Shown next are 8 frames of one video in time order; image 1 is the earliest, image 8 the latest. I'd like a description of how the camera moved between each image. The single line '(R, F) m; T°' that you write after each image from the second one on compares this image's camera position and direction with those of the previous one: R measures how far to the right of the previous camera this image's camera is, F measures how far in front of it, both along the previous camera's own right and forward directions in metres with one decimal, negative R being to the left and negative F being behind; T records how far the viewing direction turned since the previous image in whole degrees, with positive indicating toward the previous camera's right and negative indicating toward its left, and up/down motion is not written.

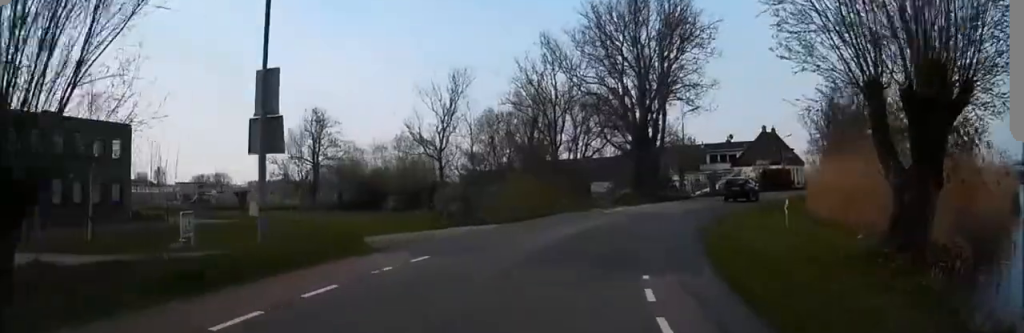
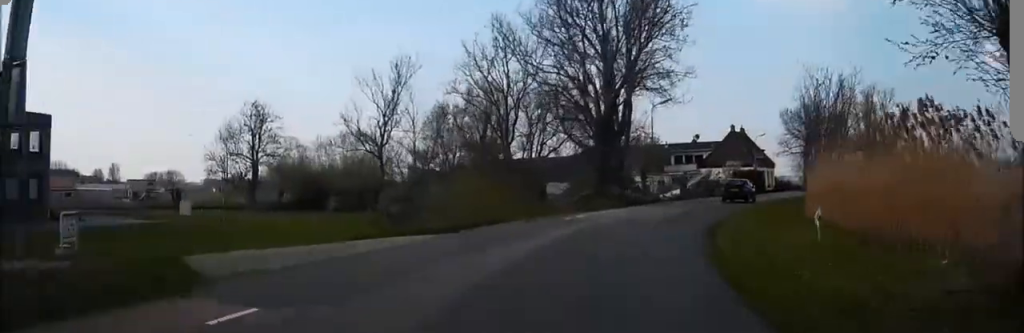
(0.0, +2.6) m; 0°
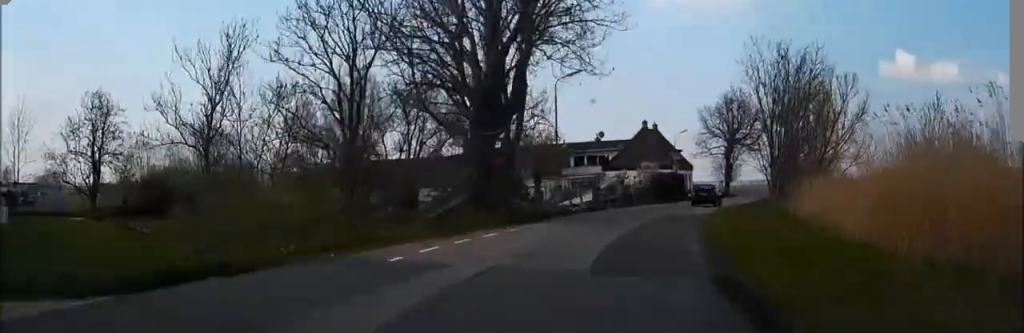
(0.0, +5.9) m; 0°
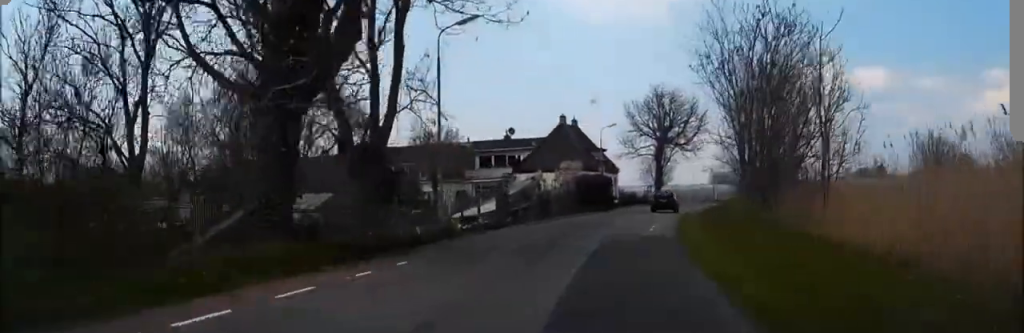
(0.0, +5.0) m; 0°
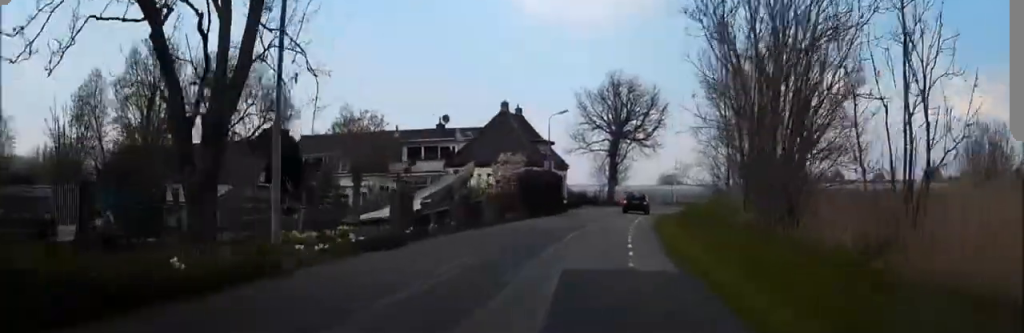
(0.0, +4.0) m; 0°
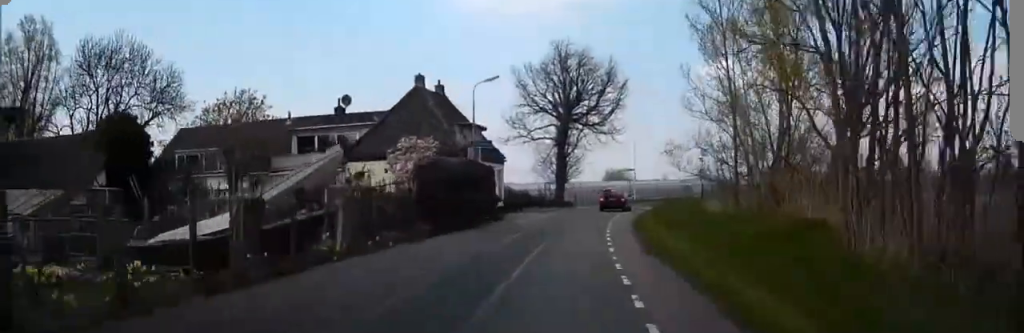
(0.0, +6.2) m; 0°
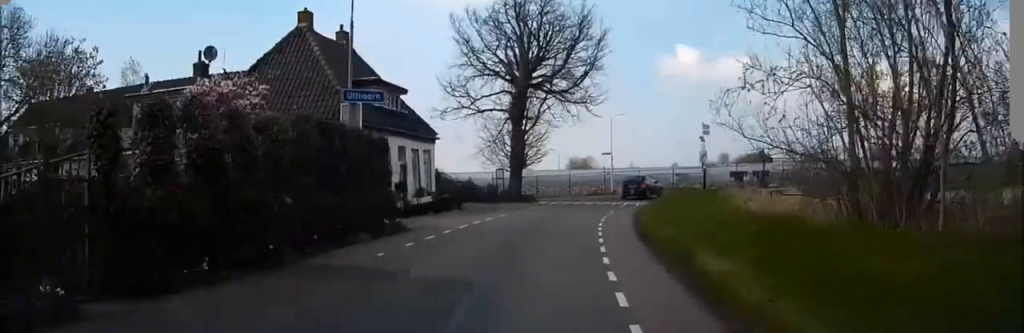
(0.0, +7.3) m; 0°
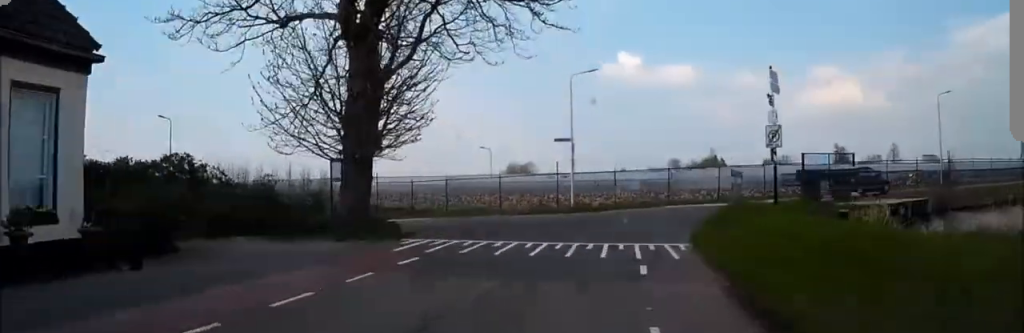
(0.0, +13.9) m; 0°
